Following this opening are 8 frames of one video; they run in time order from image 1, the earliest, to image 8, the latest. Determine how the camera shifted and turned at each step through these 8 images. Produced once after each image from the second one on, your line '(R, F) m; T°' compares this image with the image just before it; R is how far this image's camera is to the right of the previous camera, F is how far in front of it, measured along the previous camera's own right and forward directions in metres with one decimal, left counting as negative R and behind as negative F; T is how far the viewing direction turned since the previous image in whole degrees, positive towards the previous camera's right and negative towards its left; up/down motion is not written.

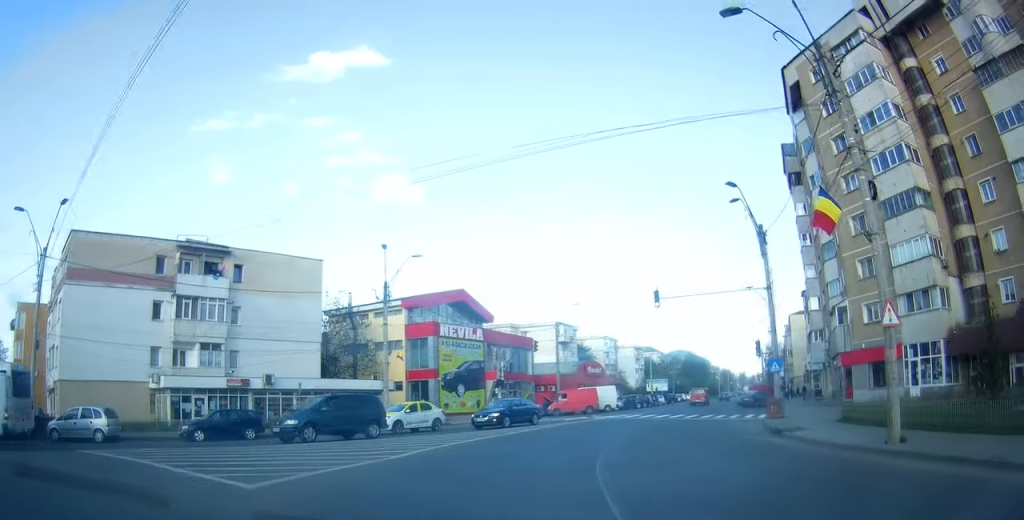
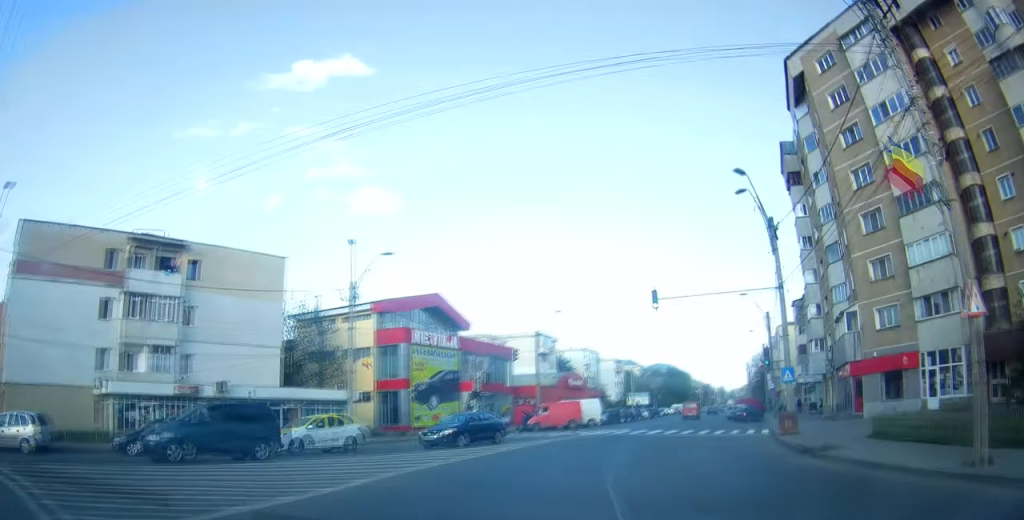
(-0.2, +3.6) m; -3°
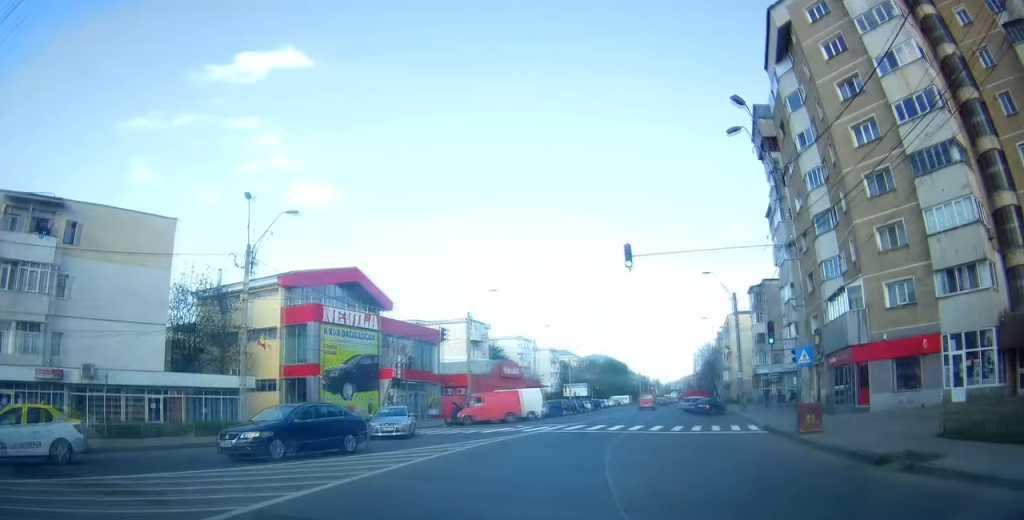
(0.0, +6.9) m; +1°
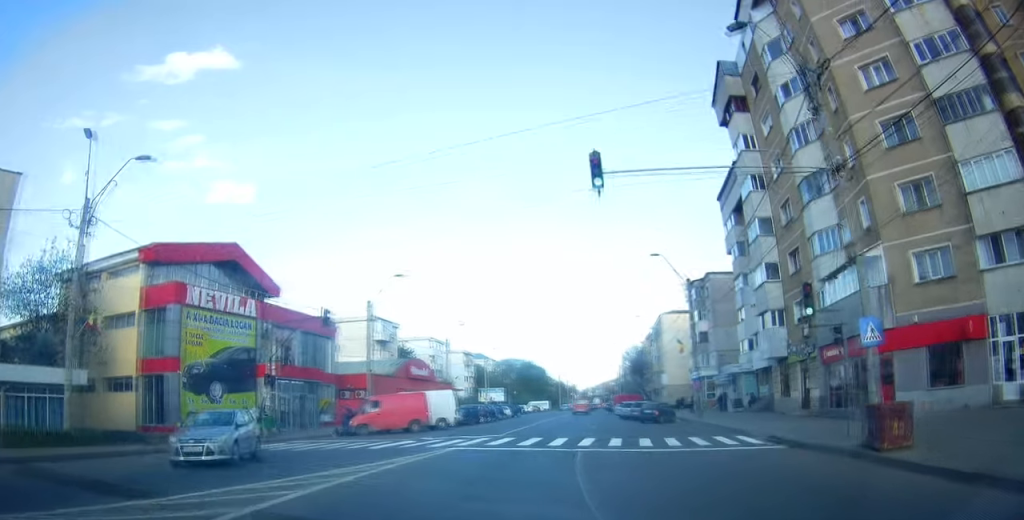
(+0.1, +8.1) m; +4°
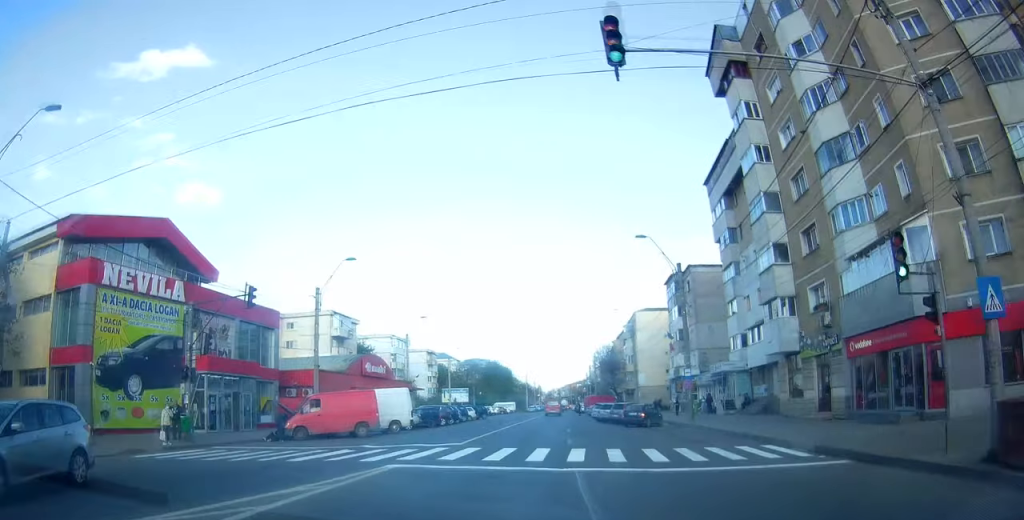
(+0.3, +5.1) m; +2°
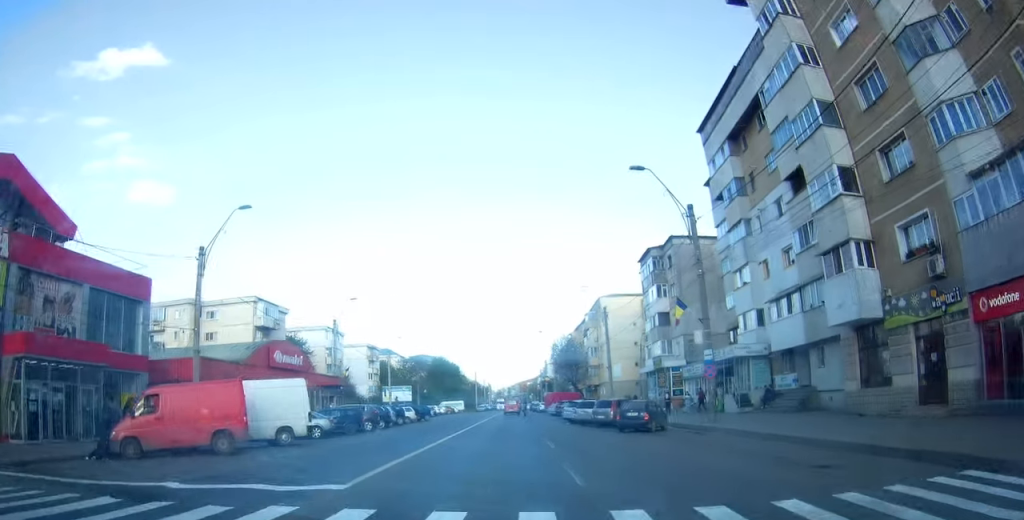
(+0.2, +10.2) m; +4°
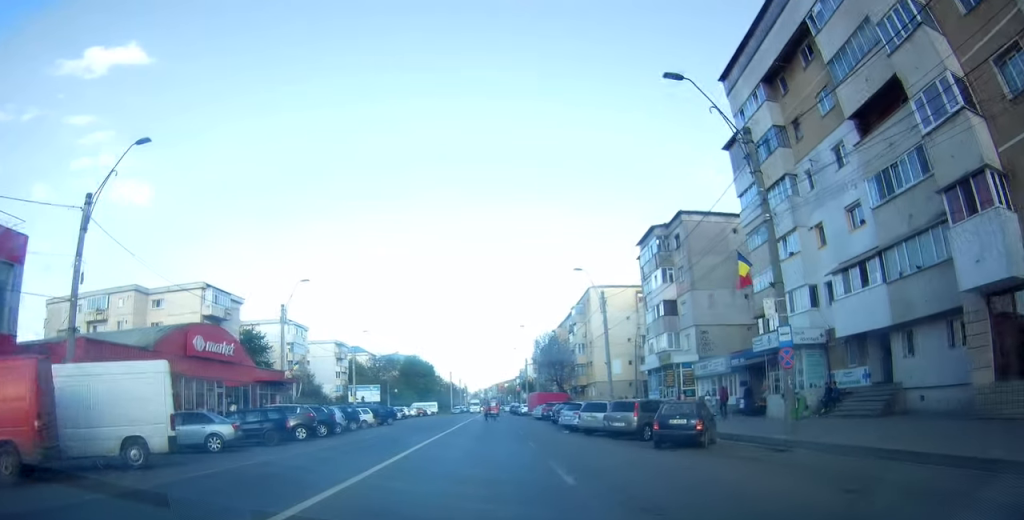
(+0.4, +8.4) m; +8°
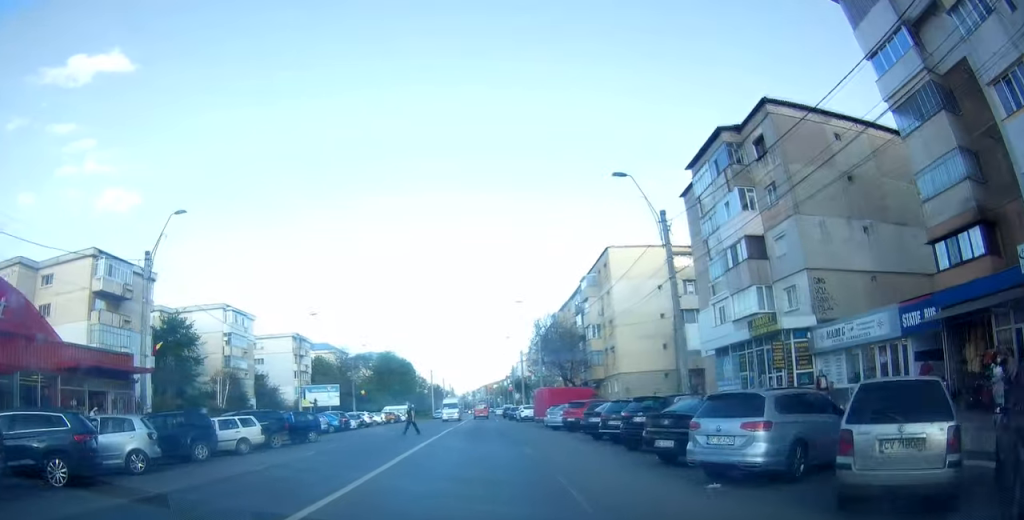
(+1.2, +19.2) m; +5°
